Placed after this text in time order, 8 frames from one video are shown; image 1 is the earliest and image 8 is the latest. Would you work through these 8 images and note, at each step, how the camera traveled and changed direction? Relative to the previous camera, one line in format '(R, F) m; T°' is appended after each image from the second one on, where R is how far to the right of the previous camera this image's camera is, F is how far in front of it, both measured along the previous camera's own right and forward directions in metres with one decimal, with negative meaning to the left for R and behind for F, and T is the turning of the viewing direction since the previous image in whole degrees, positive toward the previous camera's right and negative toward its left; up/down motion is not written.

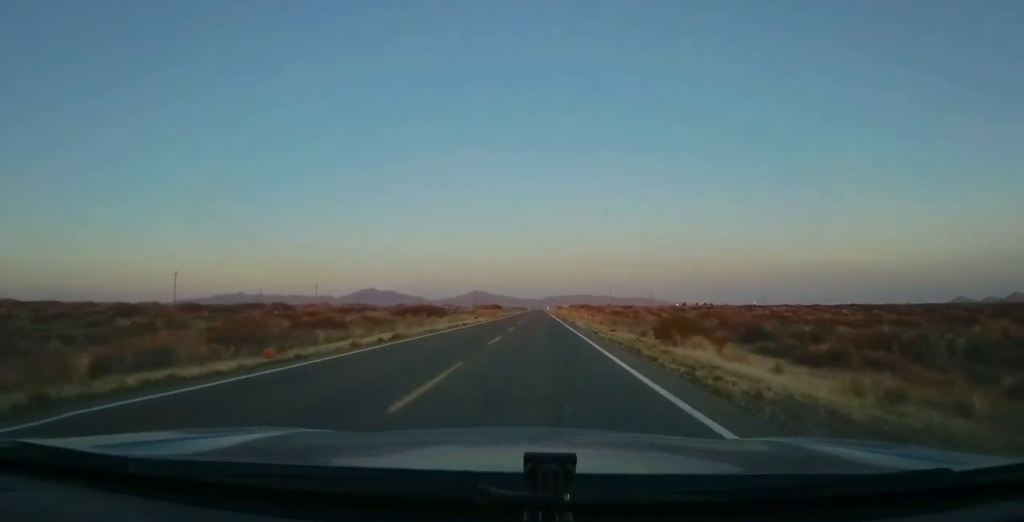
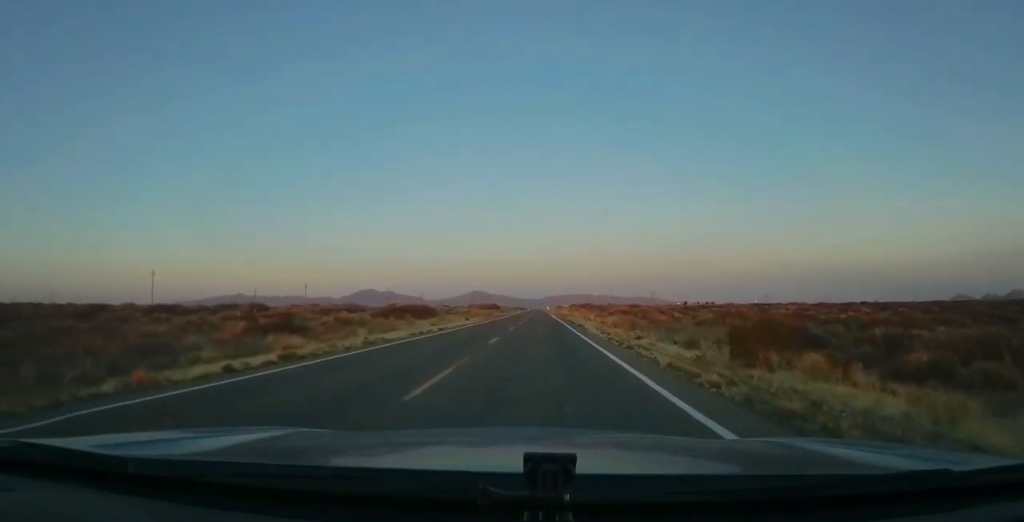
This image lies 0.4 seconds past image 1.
(0.0, +11.0) m; 0°
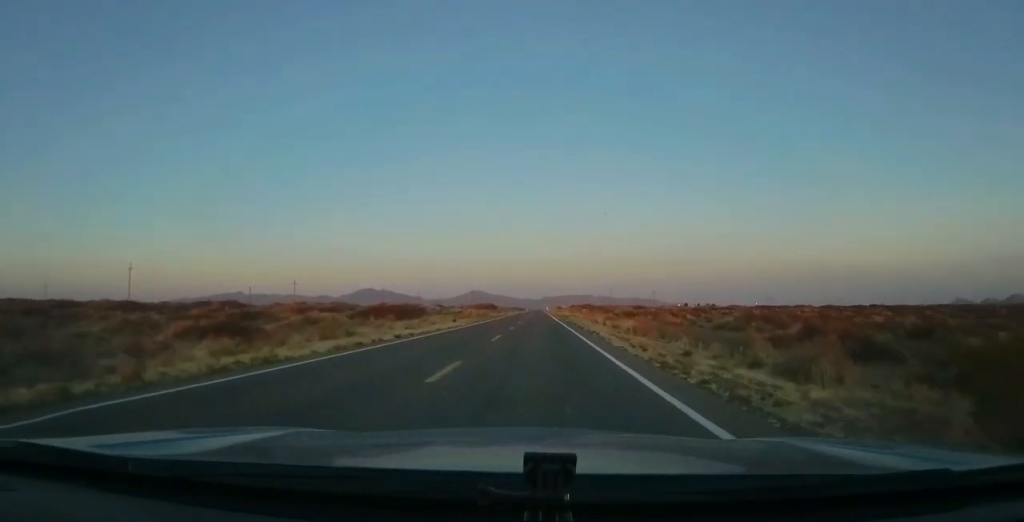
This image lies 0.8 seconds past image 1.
(0.0, +10.1) m; 0°
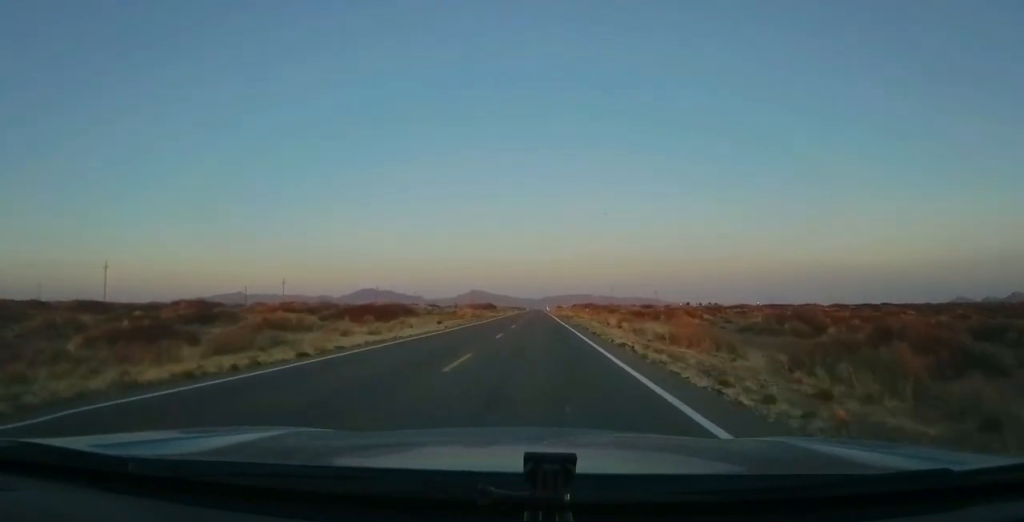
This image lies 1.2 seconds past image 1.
(0.0, +10.1) m; 0°
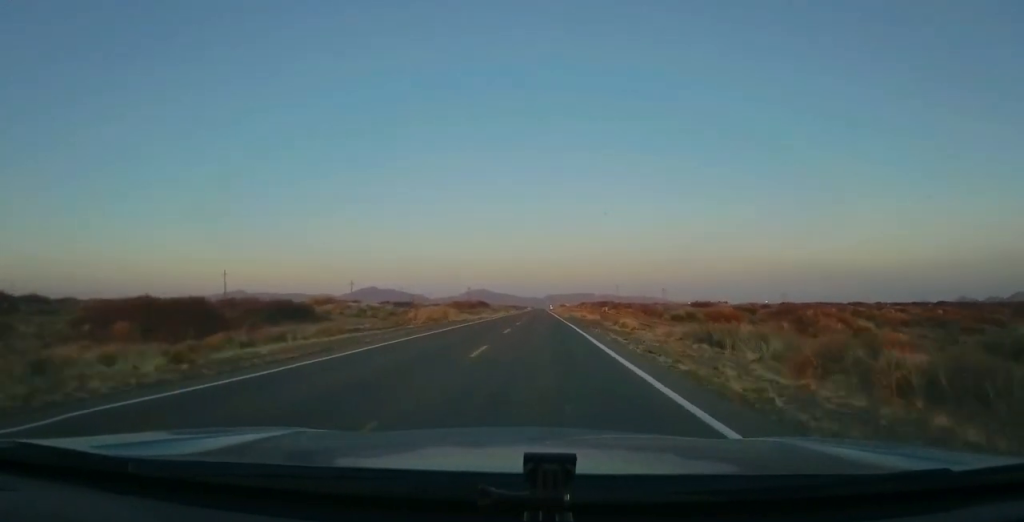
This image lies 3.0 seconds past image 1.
(0.0, +43.8) m; 0°
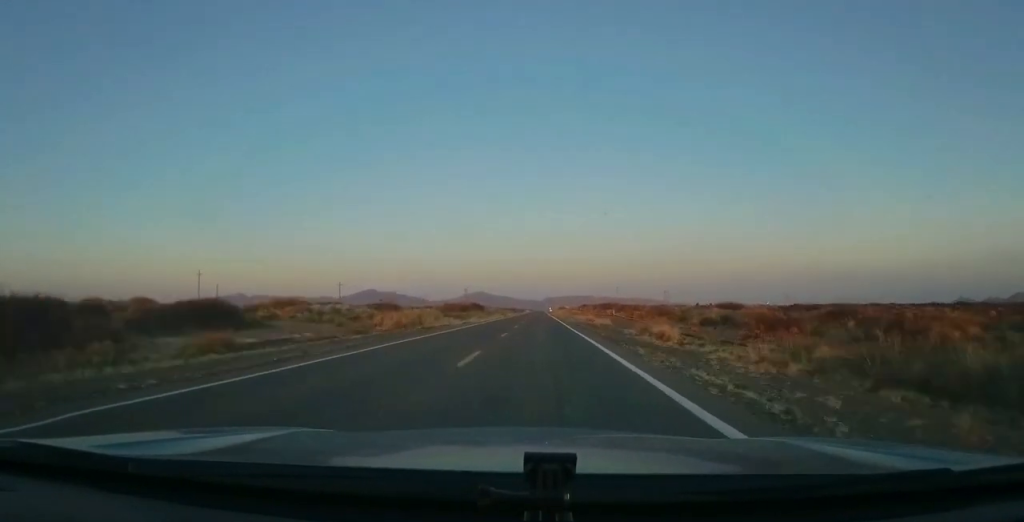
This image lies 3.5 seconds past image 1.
(0.0, +13.4) m; 0°
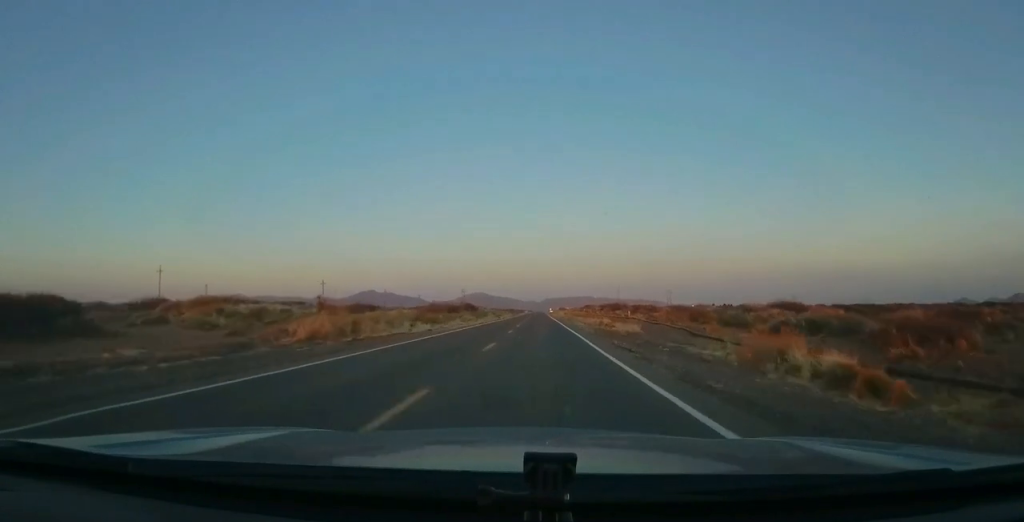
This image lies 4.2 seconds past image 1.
(0.0, +18.4) m; 0°
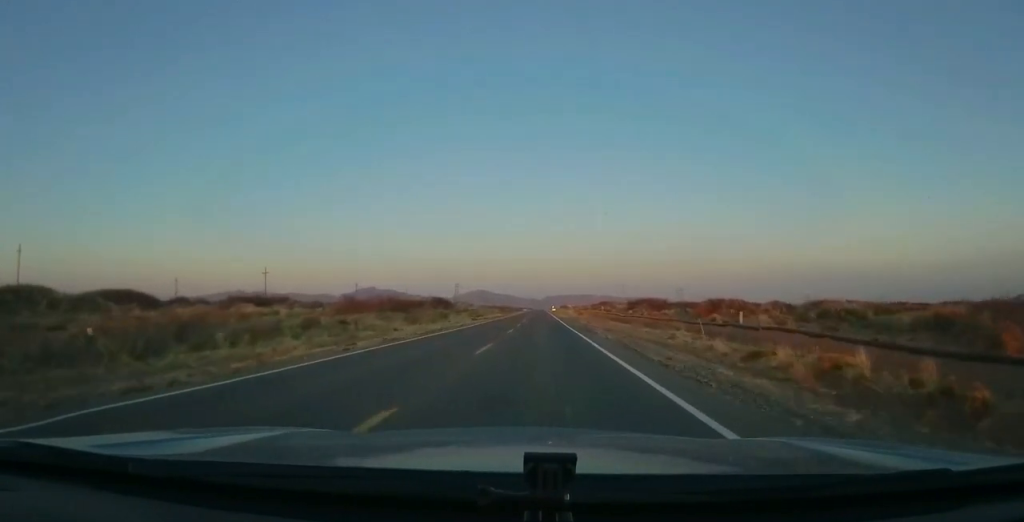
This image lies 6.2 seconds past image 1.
(+0.4, +48.2) m; +1°
